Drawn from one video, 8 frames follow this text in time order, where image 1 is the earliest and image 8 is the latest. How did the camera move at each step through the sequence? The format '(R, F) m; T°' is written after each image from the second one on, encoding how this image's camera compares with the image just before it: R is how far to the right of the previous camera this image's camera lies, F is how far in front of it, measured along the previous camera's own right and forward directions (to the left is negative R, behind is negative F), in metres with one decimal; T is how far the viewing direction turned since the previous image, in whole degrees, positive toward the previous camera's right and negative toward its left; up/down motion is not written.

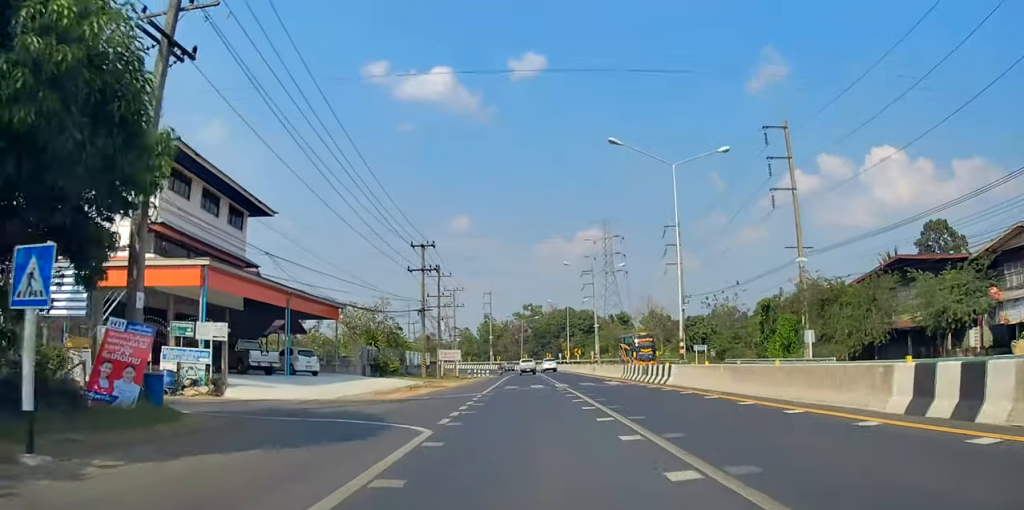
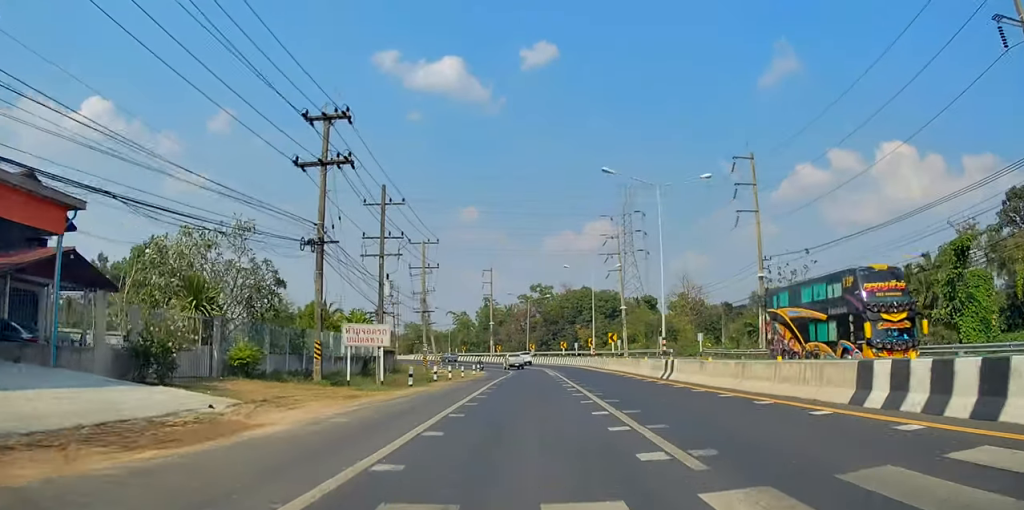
(-1.1, +28.2) m; -1°
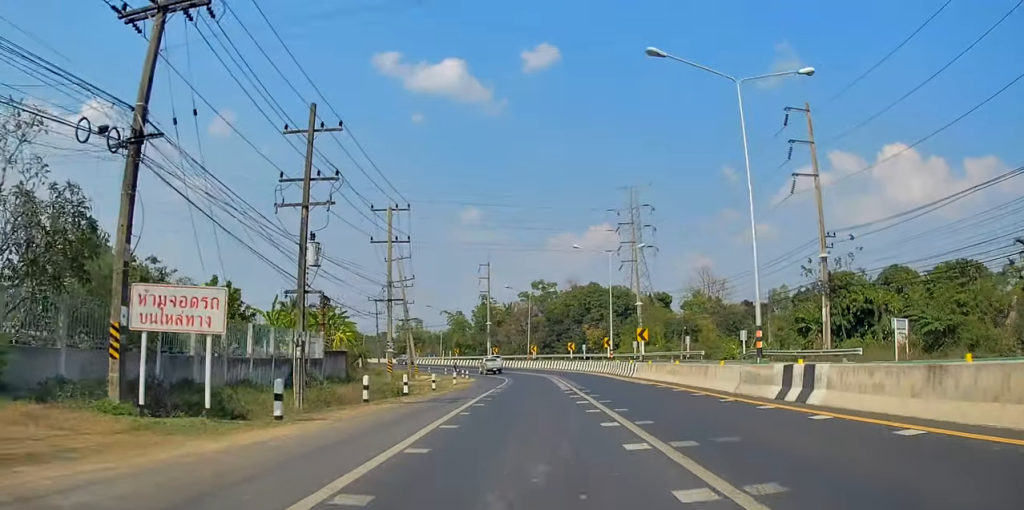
(+0.2, +13.6) m; +1°
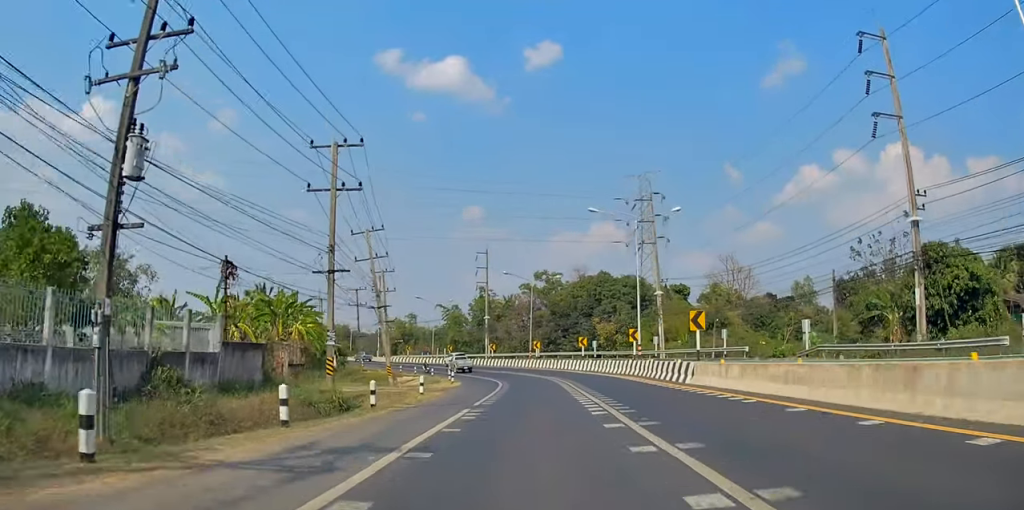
(+0.3, +12.8) m; 0°
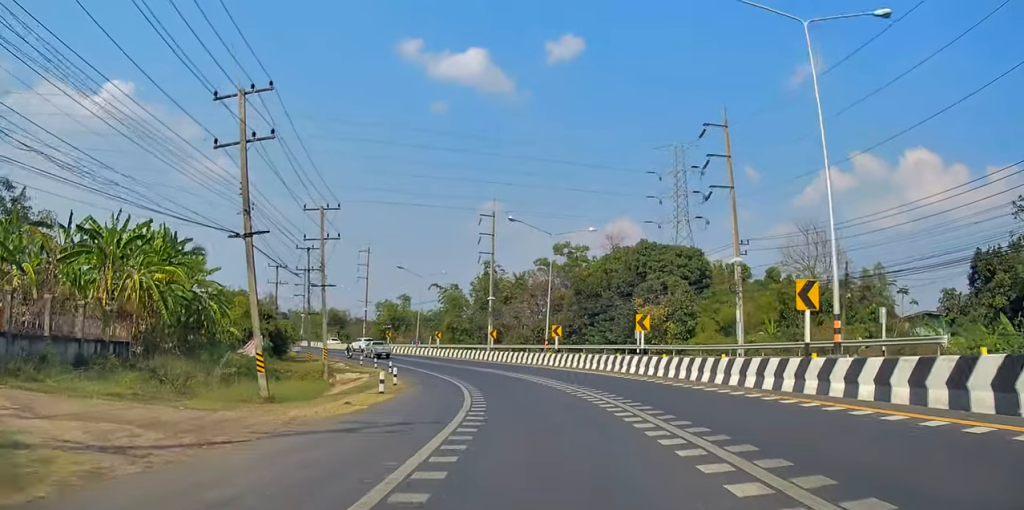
(-0.3, +25.3) m; 0°
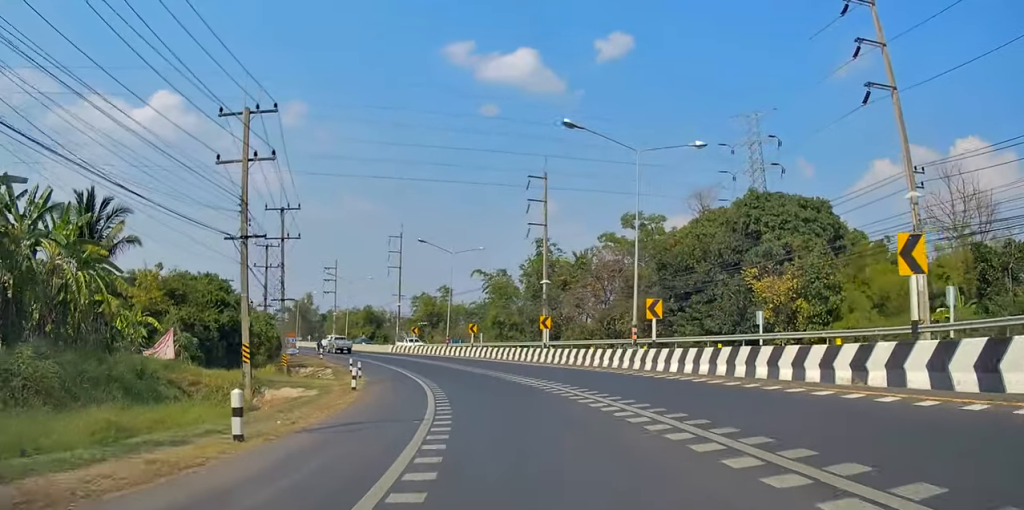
(-0.1, +18.7) m; -3°
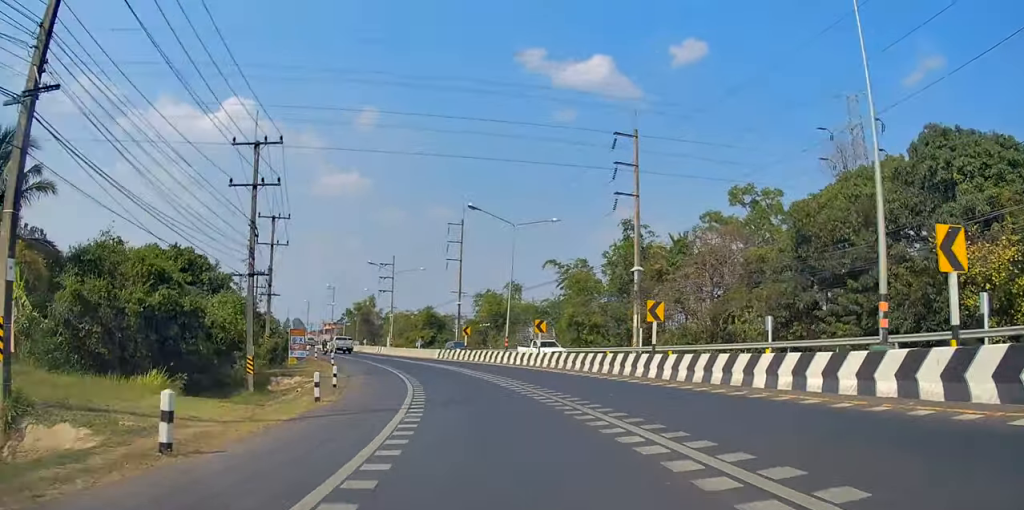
(-0.7, +16.0) m; -5°
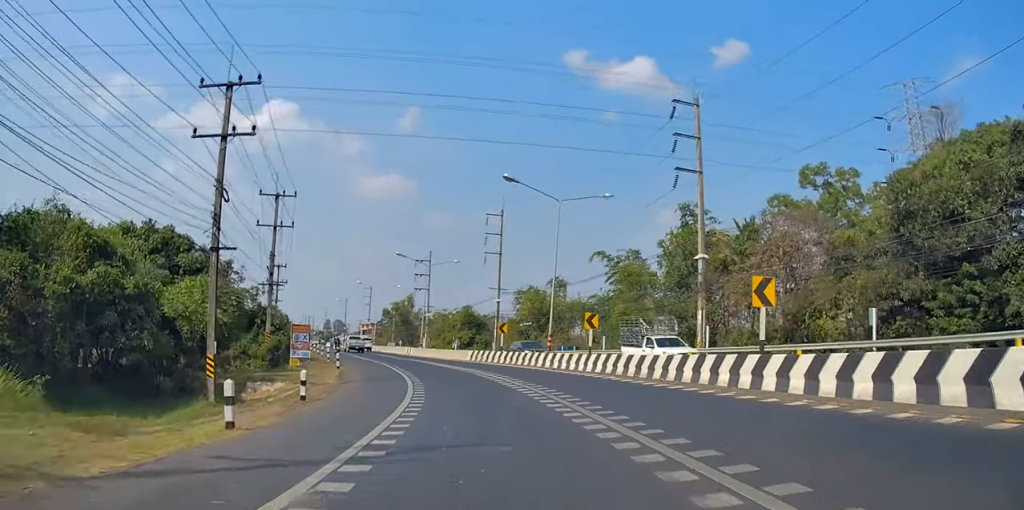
(0.0, +7.5) m; -2°
